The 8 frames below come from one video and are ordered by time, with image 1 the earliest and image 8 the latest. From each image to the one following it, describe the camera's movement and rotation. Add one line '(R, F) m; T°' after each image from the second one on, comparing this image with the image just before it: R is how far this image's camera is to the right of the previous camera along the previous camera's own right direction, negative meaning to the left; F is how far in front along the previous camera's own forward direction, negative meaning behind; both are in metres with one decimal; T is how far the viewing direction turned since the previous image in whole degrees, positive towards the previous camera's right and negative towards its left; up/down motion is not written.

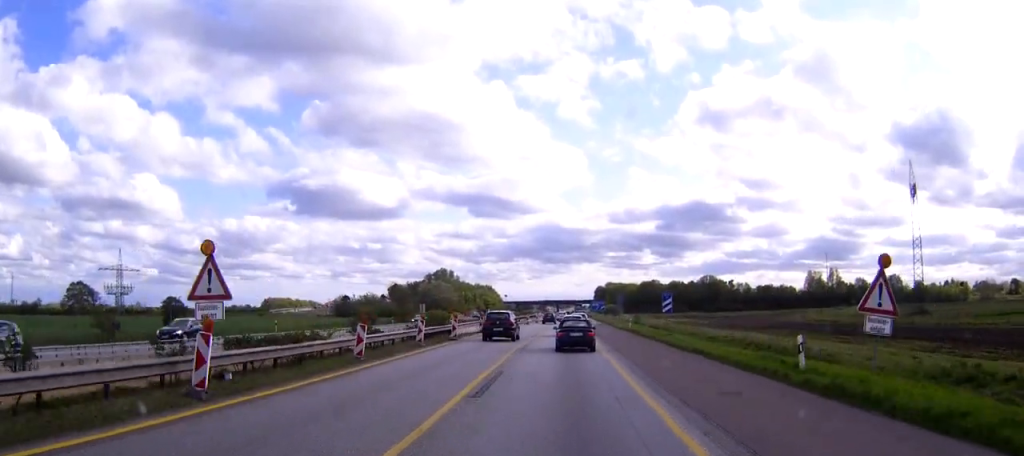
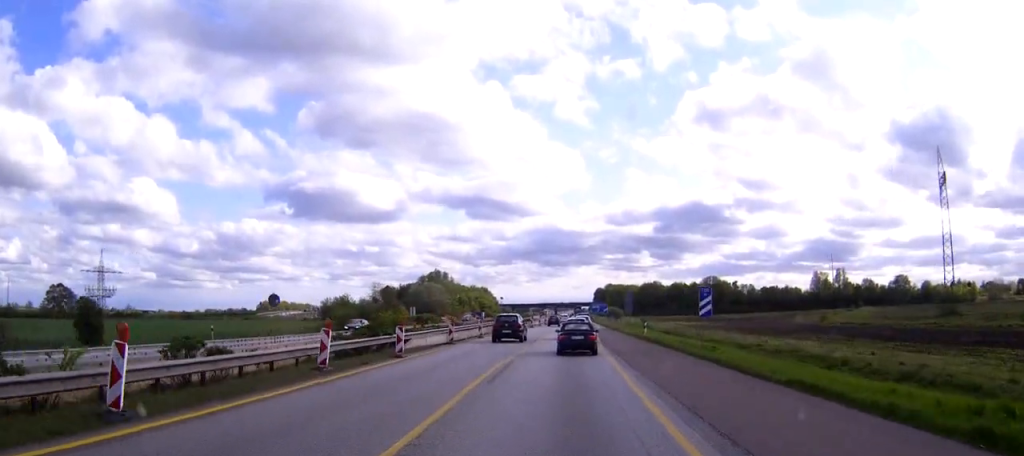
(0.0, +14.0) m; 0°
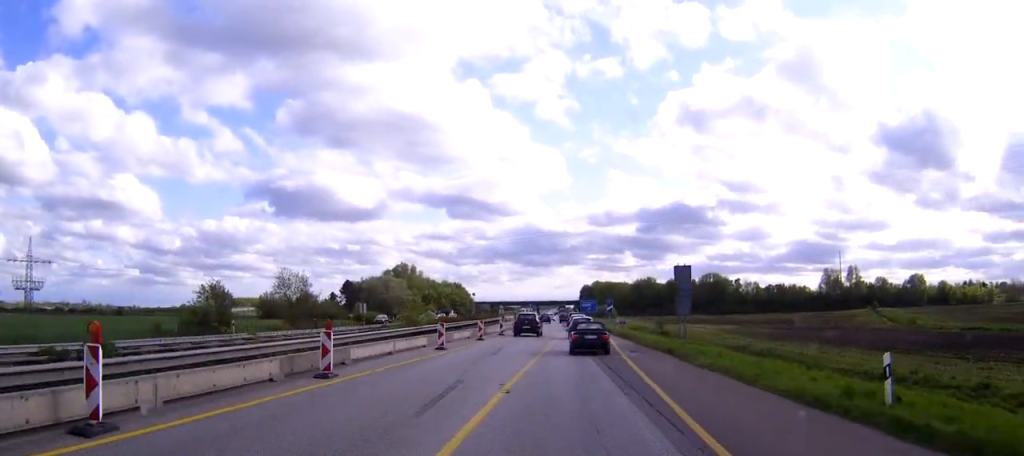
(+0.3, +42.5) m; +1°
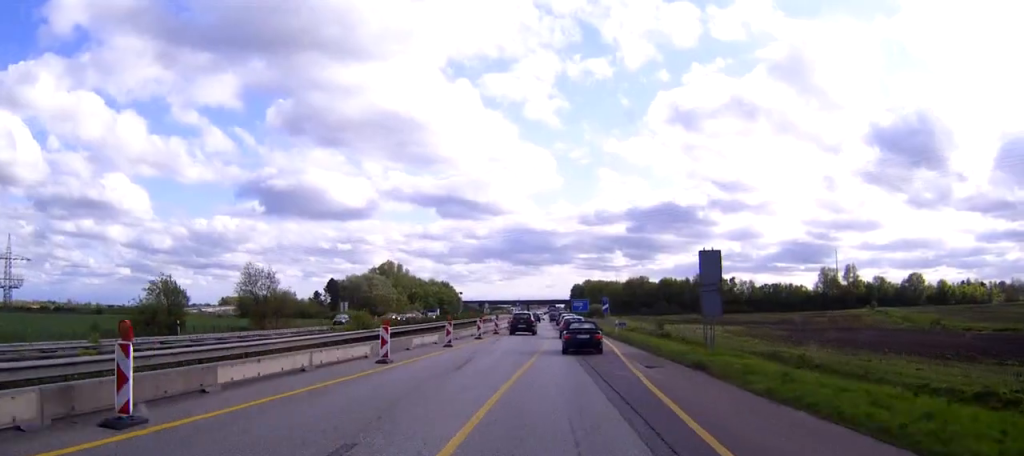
(+0.1, +9.0) m; +1°
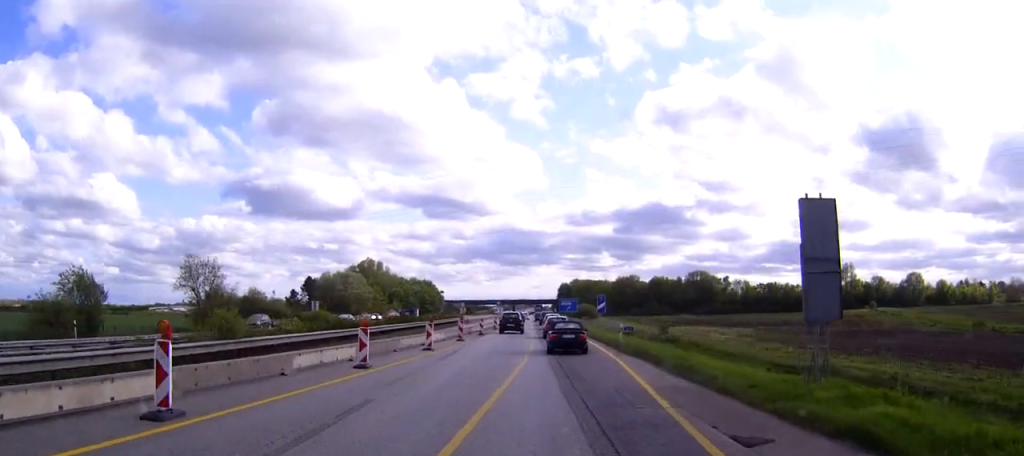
(+0.1, +13.4) m; +1°
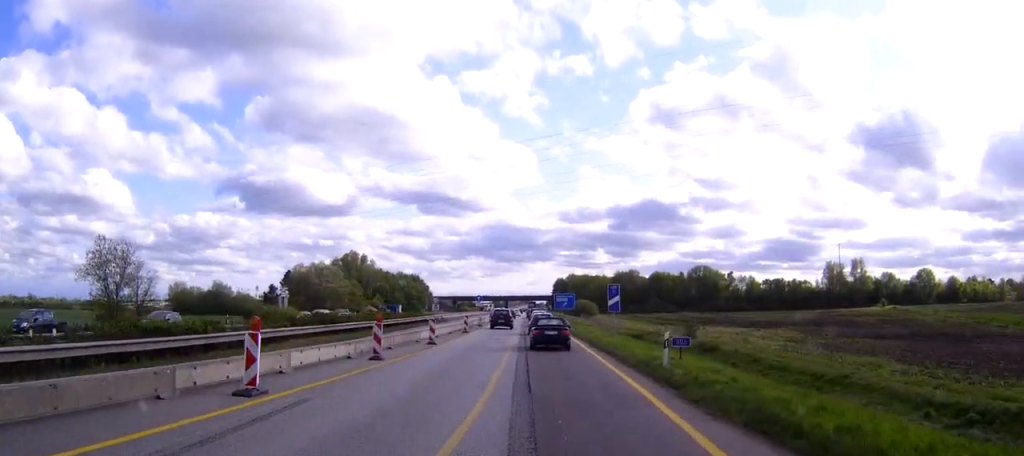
(+0.1, +18.3) m; -1°
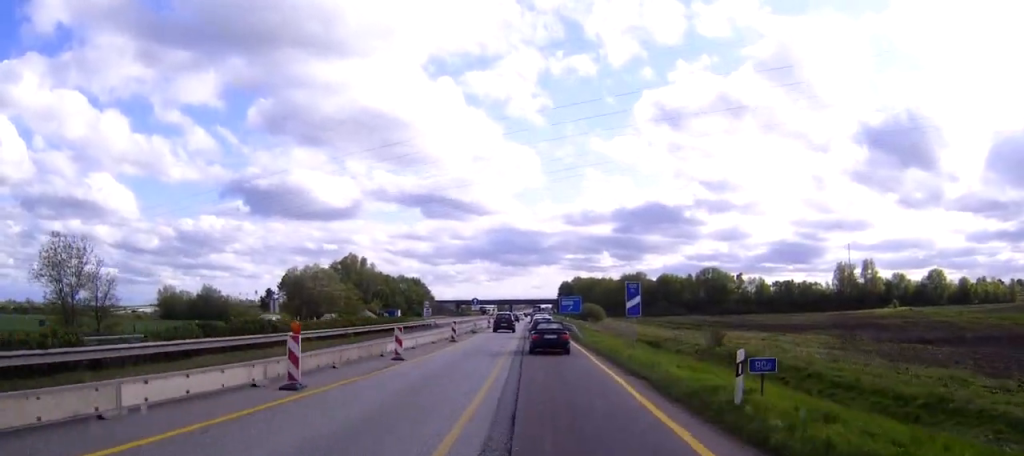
(-0.1, +8.1) m; 0°
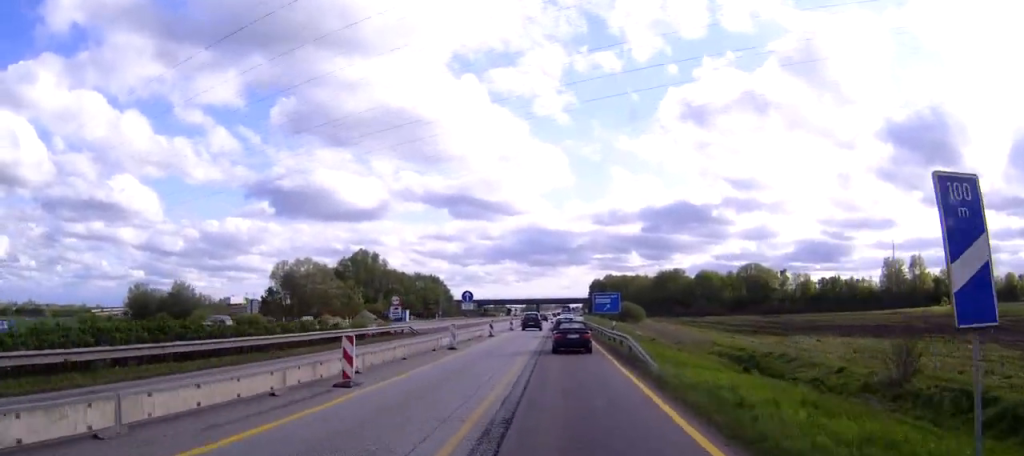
(-0.3, +25.4) m; -1°
